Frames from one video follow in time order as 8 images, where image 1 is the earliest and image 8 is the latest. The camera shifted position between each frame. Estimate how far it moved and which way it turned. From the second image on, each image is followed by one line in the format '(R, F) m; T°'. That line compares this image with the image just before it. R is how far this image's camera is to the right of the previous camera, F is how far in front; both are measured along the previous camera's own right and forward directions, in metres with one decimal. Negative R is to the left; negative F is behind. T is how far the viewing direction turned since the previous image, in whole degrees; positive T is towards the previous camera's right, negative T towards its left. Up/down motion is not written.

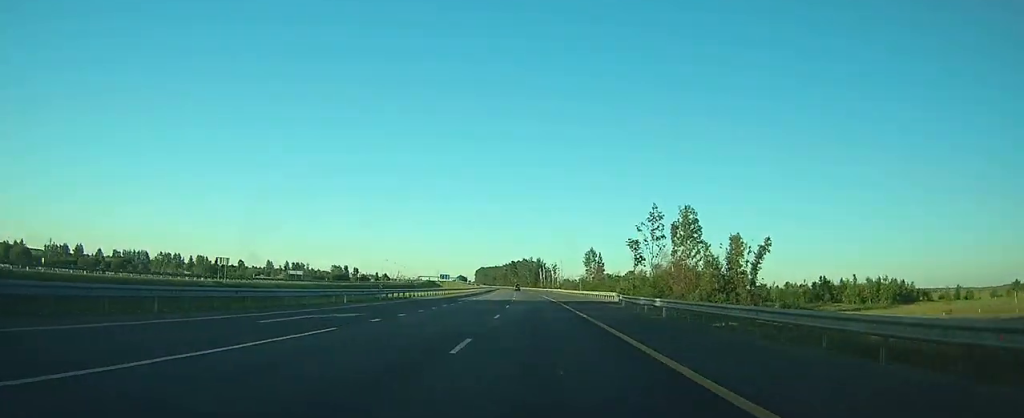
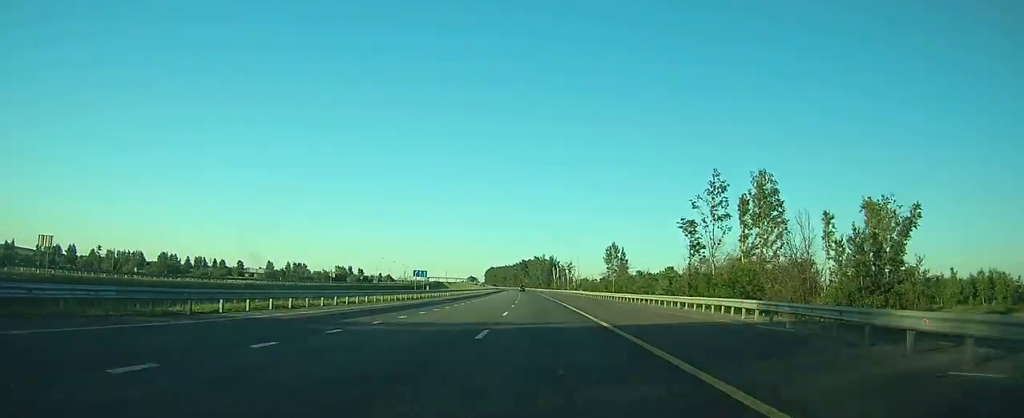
(-0.4, +32.4) m; -1°
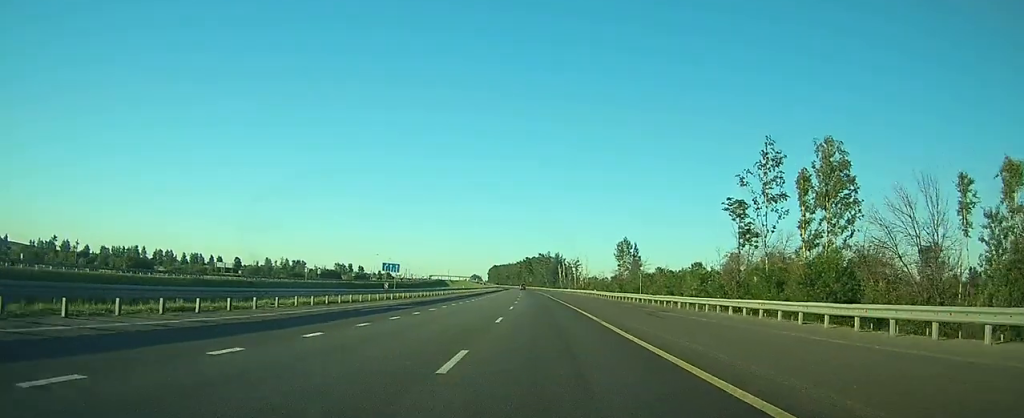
(-0.1, +17.5) m; -1°
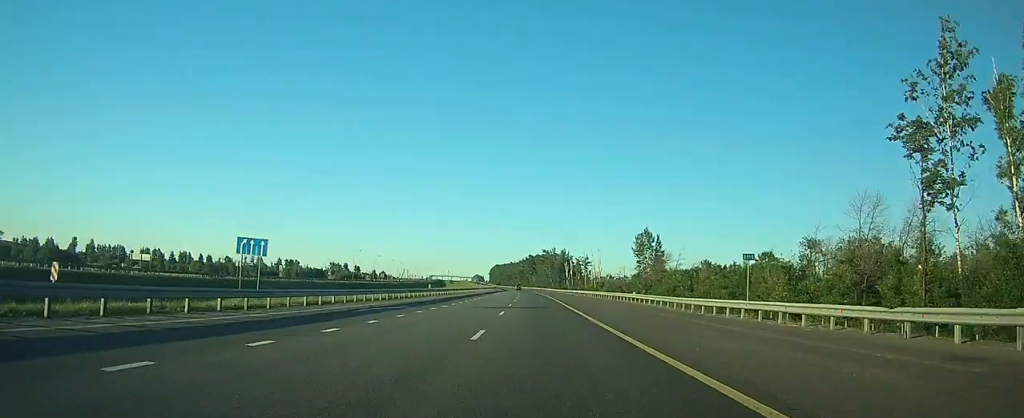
(-0.4, +30.5) m; -1°
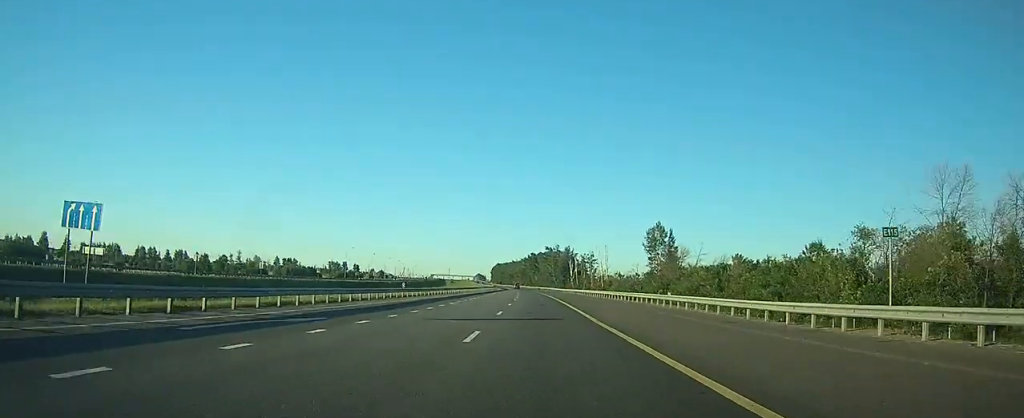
(0.0, +12.9) m; 0°
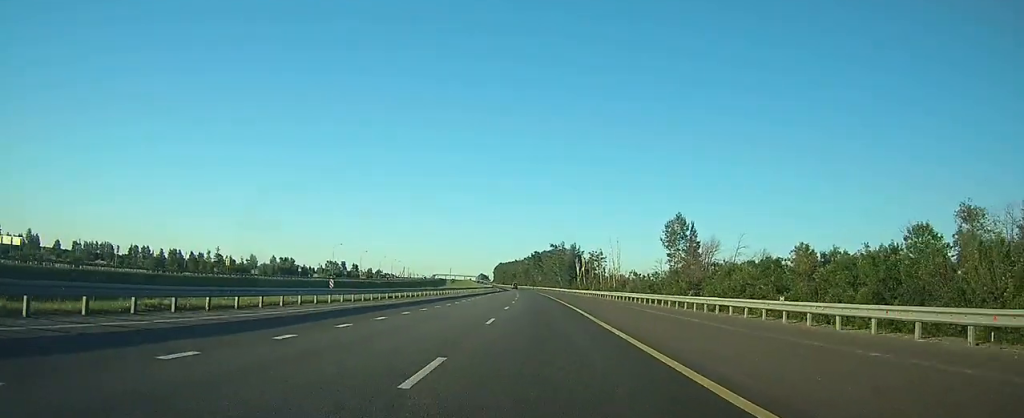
(+0.1, +17.7) m; 0°
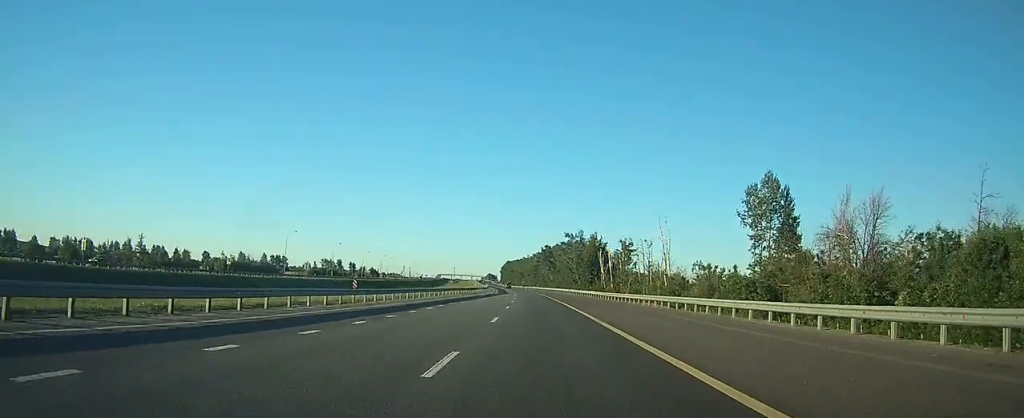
(-0.2, +46.7) m; 0°
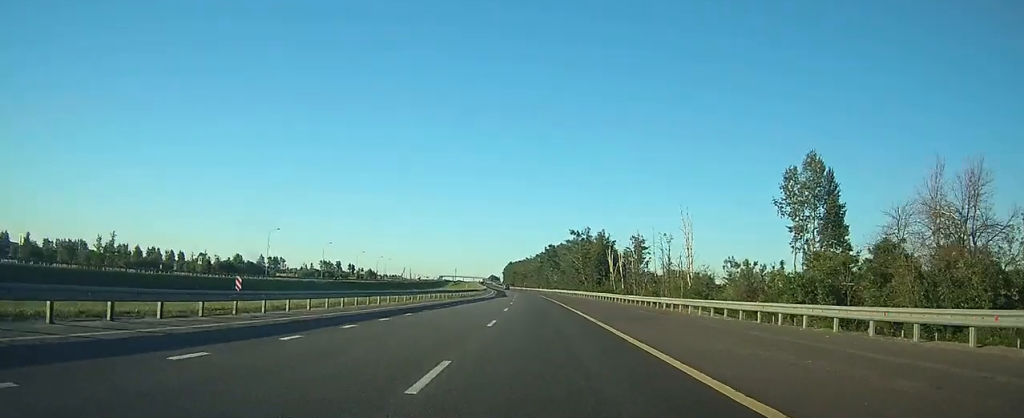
(-0.1, +12.9) m; 0°
